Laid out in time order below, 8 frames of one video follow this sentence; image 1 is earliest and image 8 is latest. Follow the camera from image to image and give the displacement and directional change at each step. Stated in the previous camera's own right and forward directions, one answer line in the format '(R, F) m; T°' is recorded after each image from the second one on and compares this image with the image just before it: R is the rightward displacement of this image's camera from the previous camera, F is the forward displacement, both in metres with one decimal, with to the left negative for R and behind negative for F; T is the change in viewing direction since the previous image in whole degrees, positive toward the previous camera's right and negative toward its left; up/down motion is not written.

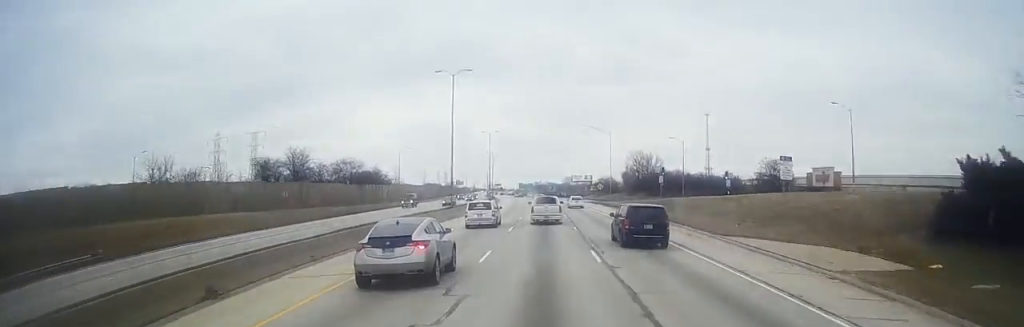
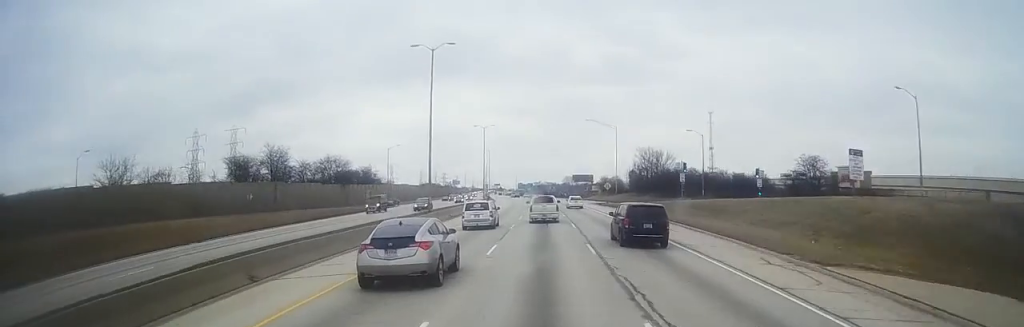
(-0.1, +12.8) m; 0°
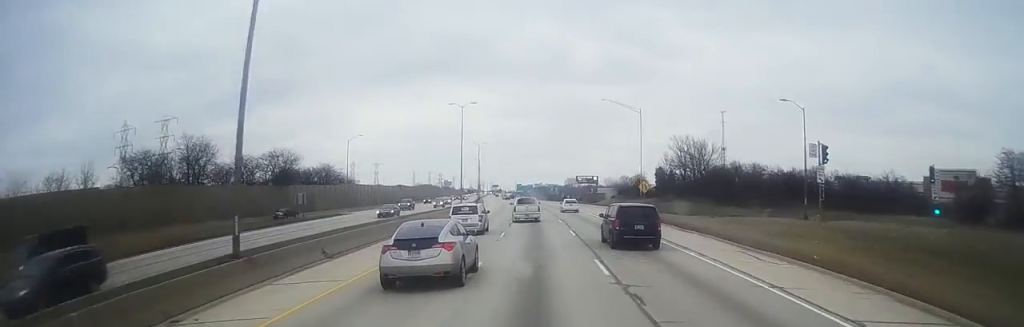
(0.0, +35.5) m; 0°
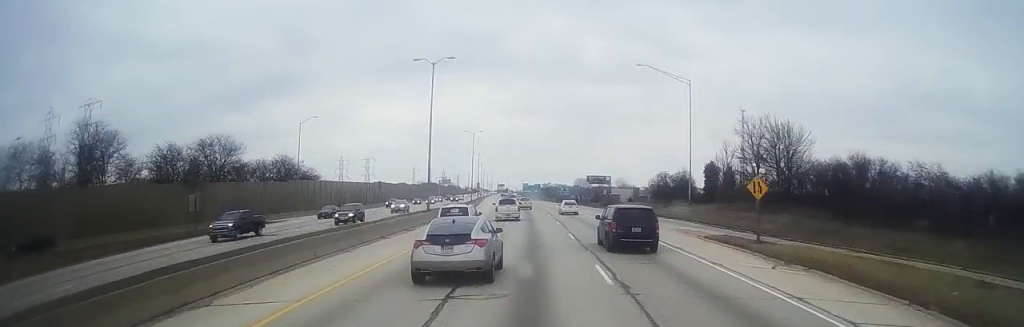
(0.0, +31.6) m; 0°
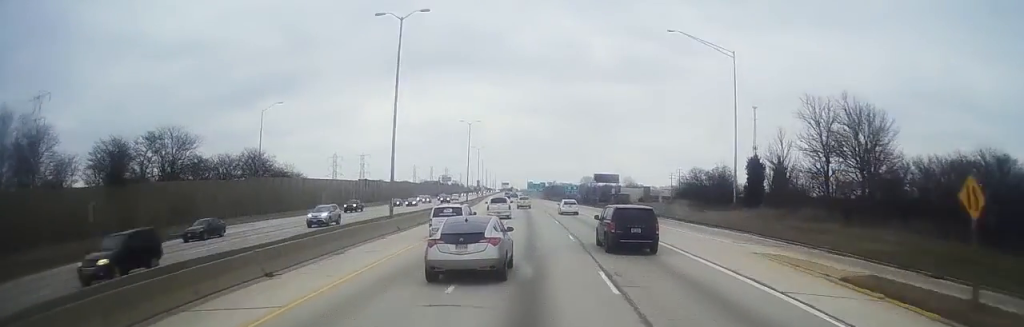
(0.0, +16.7) m; 0°
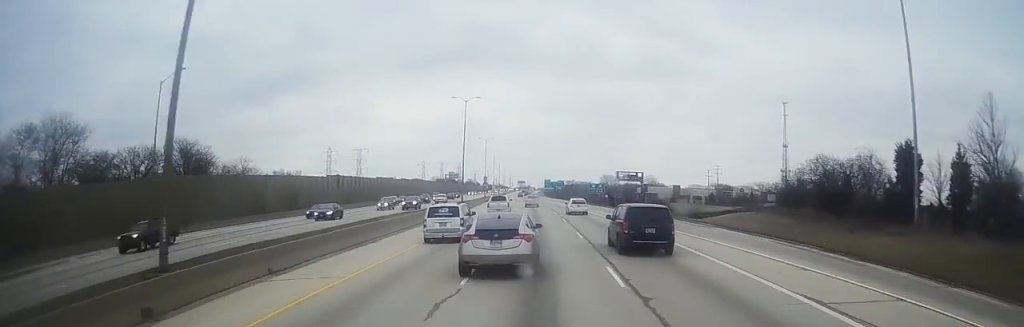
(0.0, +29.5) m; 0°
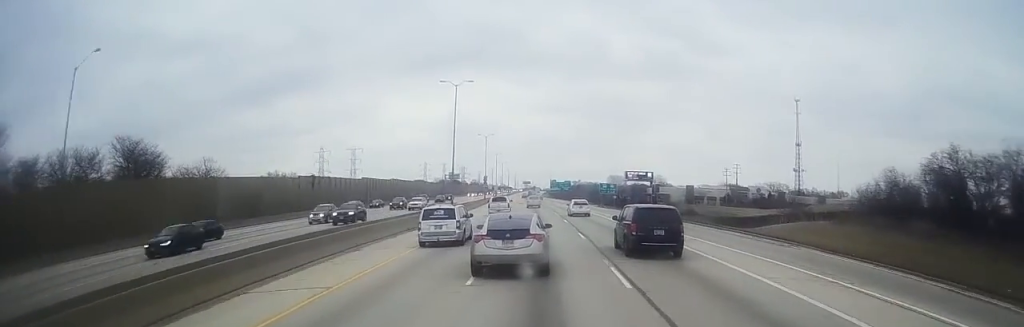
(0.0, +15.0) m; -1°
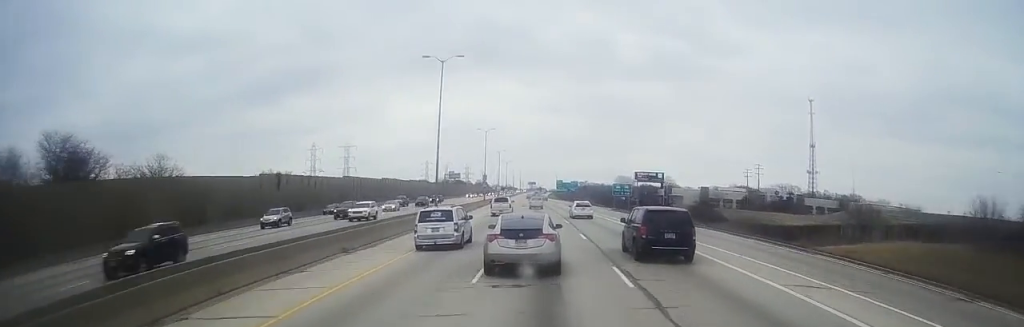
(+0.2, +15.0) m; -1°
